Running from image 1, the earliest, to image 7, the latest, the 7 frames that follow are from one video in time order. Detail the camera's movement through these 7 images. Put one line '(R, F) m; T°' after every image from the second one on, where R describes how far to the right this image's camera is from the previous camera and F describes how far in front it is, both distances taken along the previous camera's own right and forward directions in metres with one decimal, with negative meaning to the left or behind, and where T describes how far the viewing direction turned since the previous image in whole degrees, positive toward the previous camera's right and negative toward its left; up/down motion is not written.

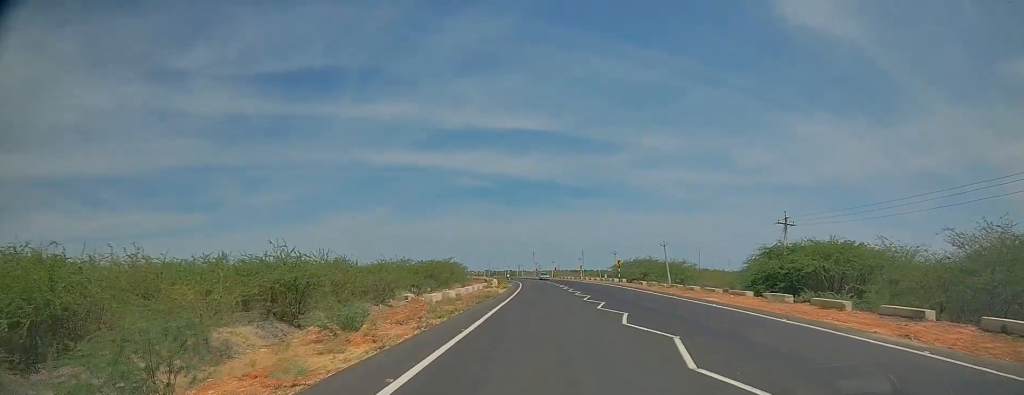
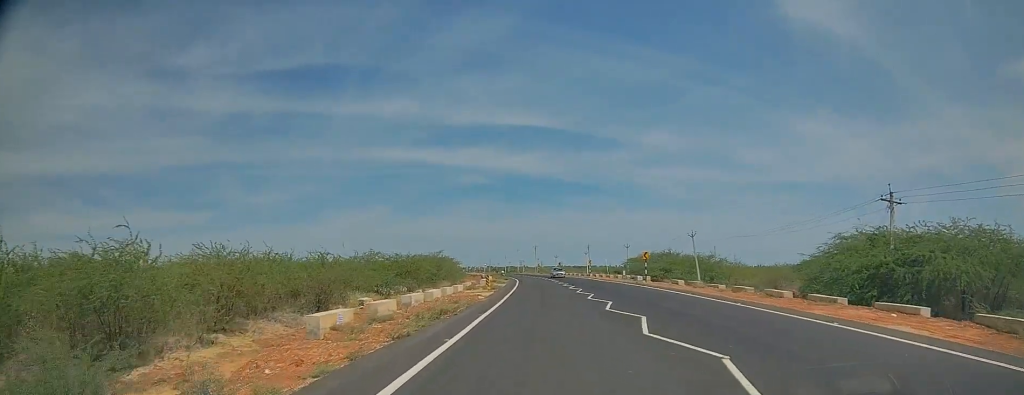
(+0.1, +15.0) m; -2°
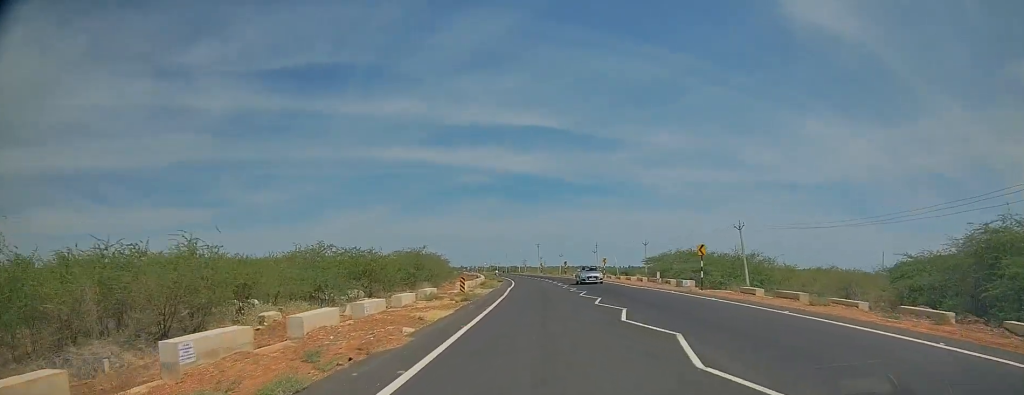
(-0.4, +16.0) m; 0°
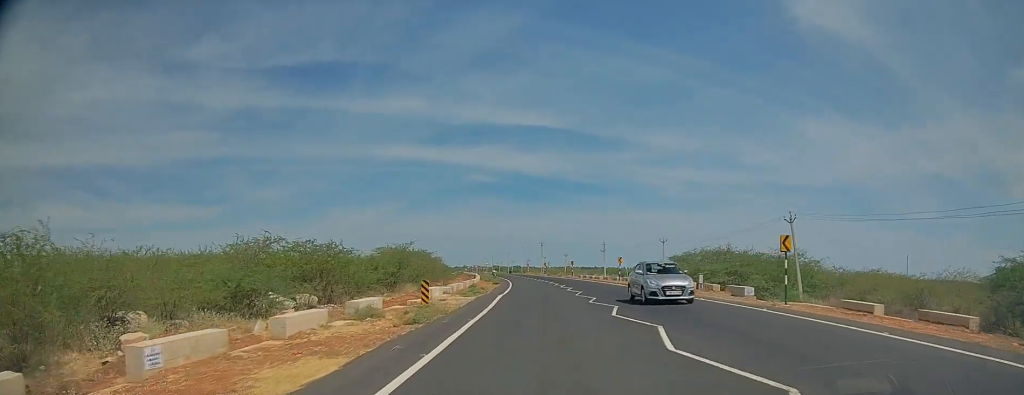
(+0.3, +10.7) m; 0°
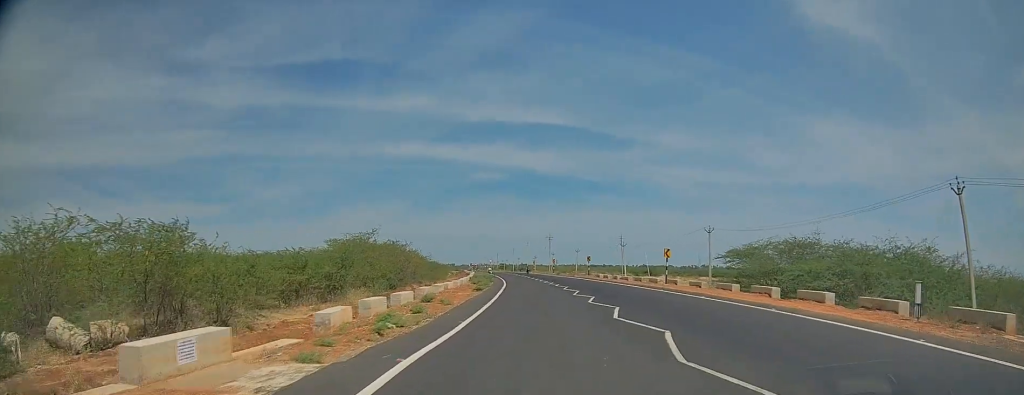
(-0.4, +19.3) m; -2°
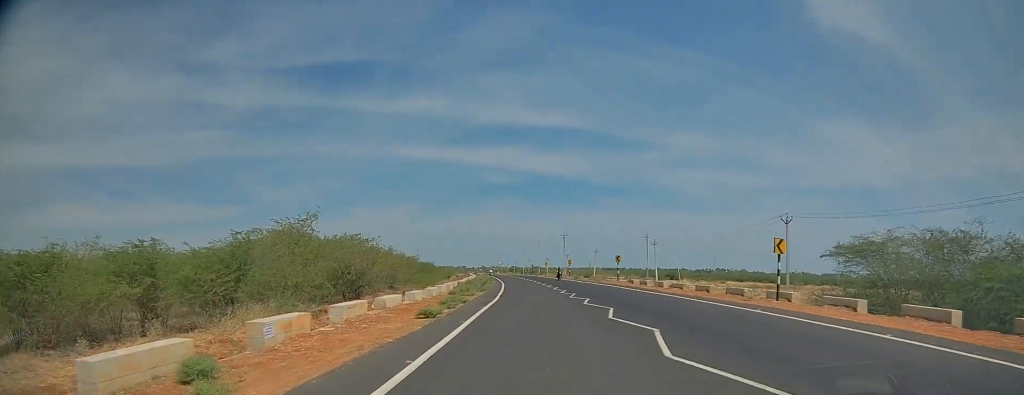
(0.0, +17.6) m; 0°
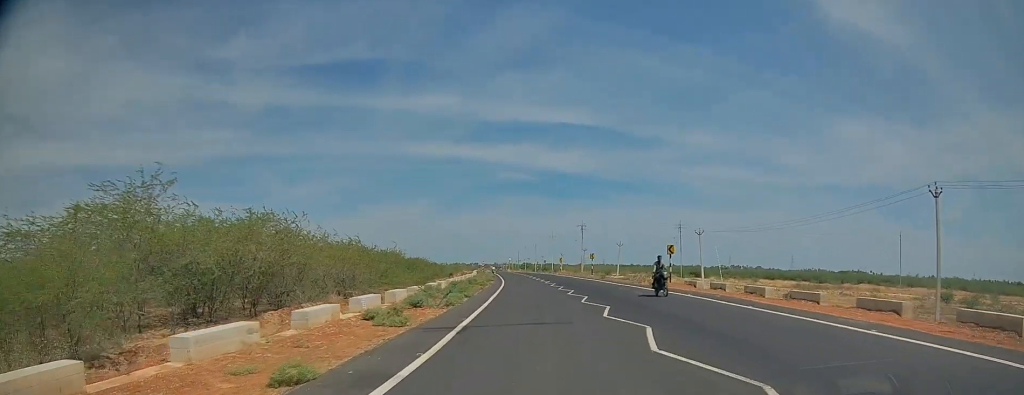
(+0.1, +17.8) m; -1°
